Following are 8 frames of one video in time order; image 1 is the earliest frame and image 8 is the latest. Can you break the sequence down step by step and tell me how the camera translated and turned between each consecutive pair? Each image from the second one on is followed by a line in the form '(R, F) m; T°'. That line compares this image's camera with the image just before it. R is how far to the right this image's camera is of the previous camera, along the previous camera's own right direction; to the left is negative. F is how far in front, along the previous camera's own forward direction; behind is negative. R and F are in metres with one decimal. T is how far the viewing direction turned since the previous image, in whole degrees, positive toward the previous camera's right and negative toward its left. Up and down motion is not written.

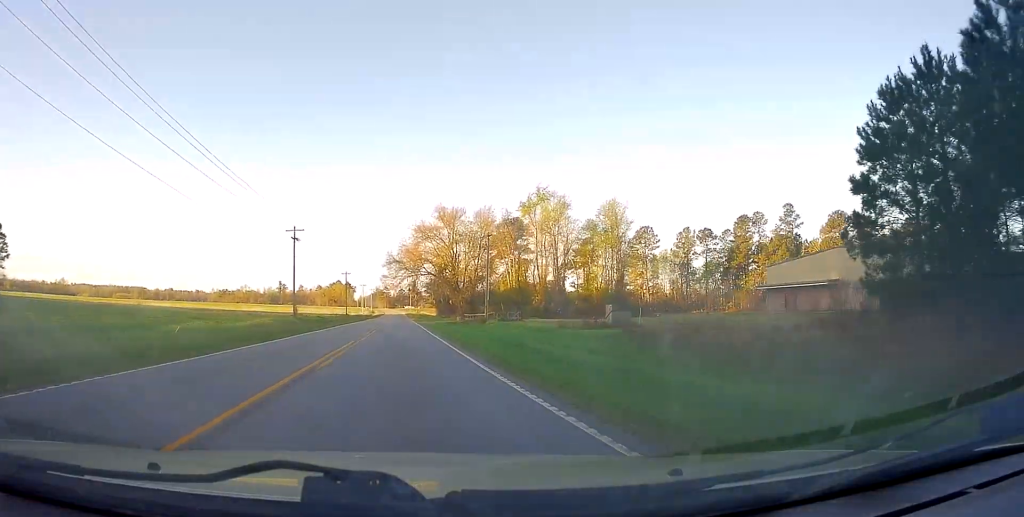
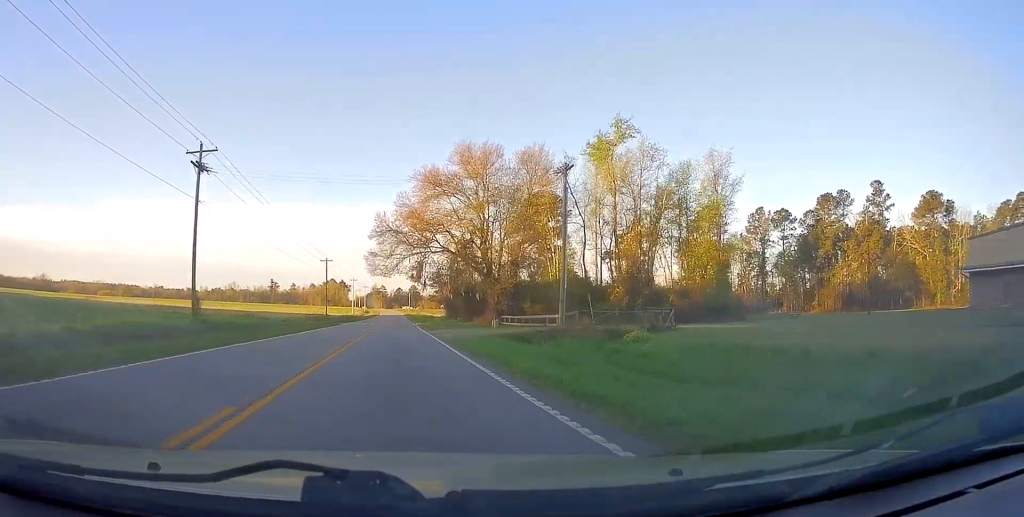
(-0.2, +36.6) m; 0°
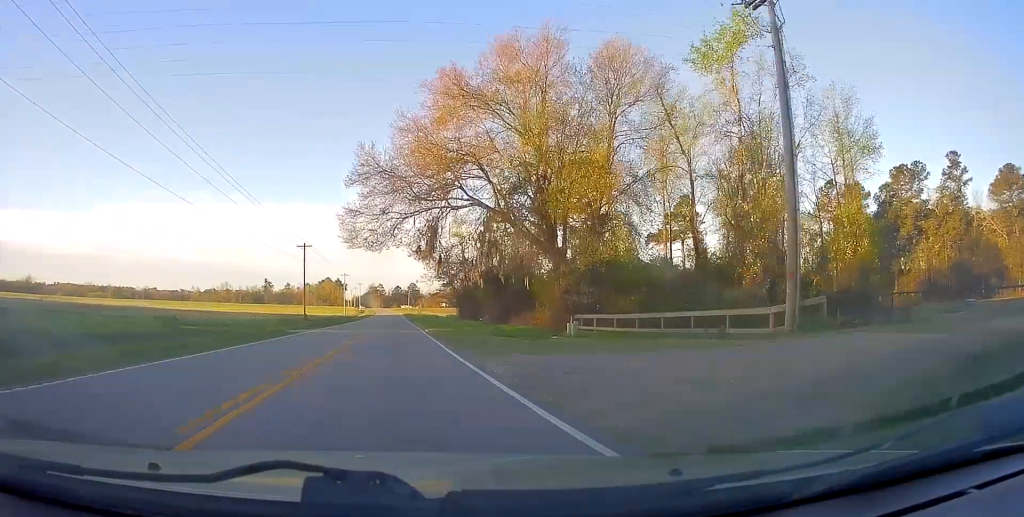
(+0.4, +24.9) m; 0°
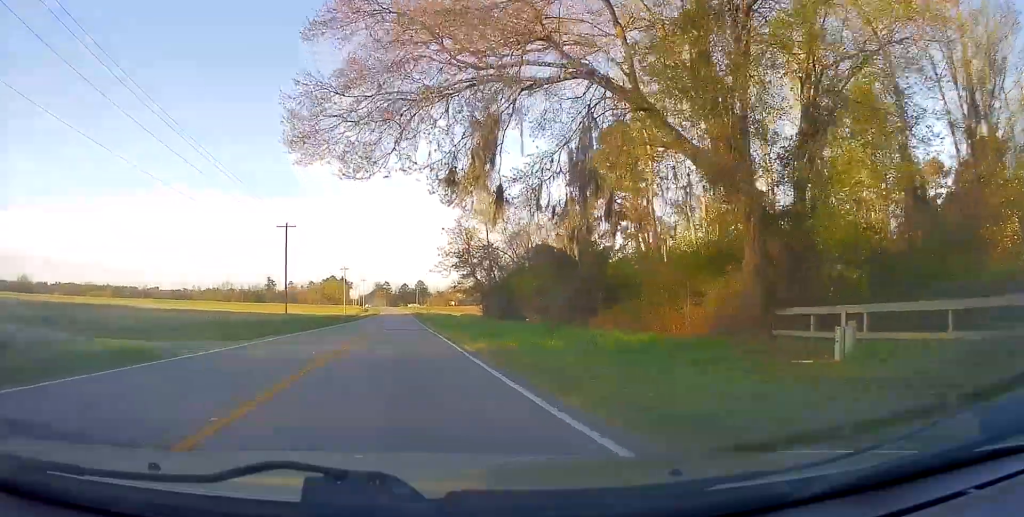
(-0.1, +19.6) m; 0°
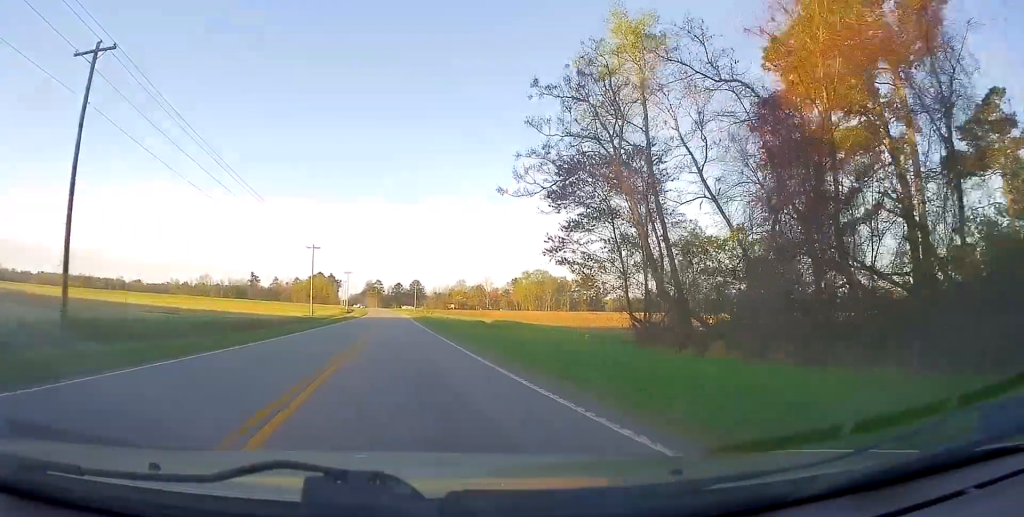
(-0.4, +49.5) m; 0°
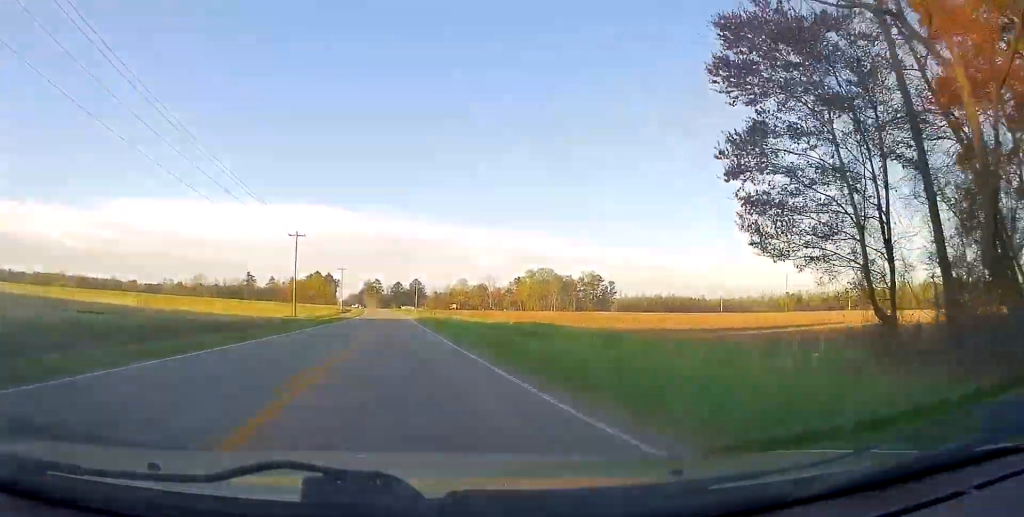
(0.0, +16.0) m; 0°
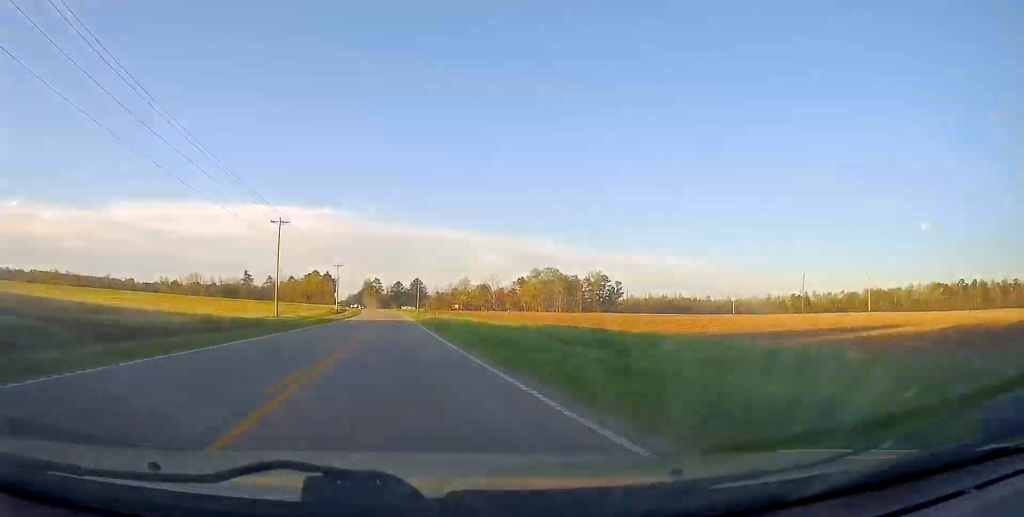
(0.0, +12.5) m; 0°
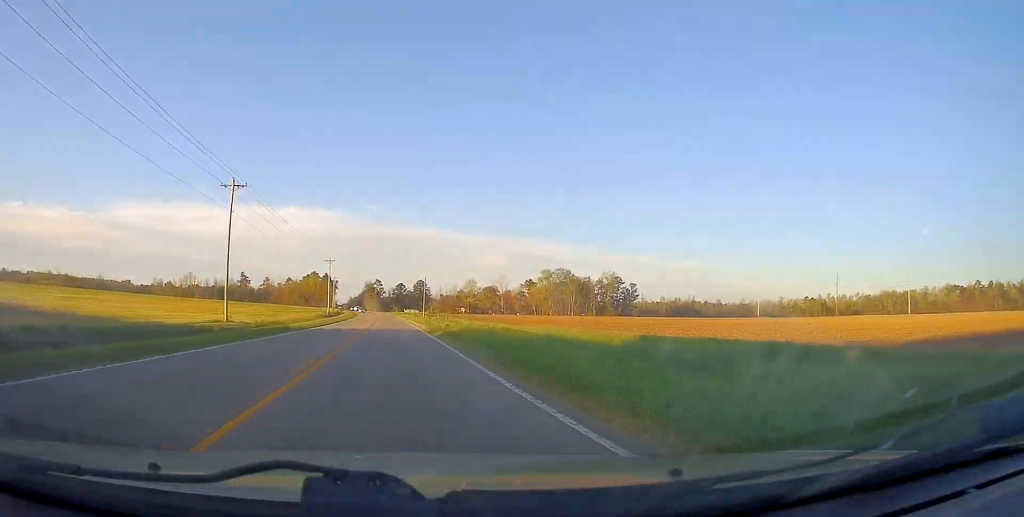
(+0.1, +21.9) m; 0°
